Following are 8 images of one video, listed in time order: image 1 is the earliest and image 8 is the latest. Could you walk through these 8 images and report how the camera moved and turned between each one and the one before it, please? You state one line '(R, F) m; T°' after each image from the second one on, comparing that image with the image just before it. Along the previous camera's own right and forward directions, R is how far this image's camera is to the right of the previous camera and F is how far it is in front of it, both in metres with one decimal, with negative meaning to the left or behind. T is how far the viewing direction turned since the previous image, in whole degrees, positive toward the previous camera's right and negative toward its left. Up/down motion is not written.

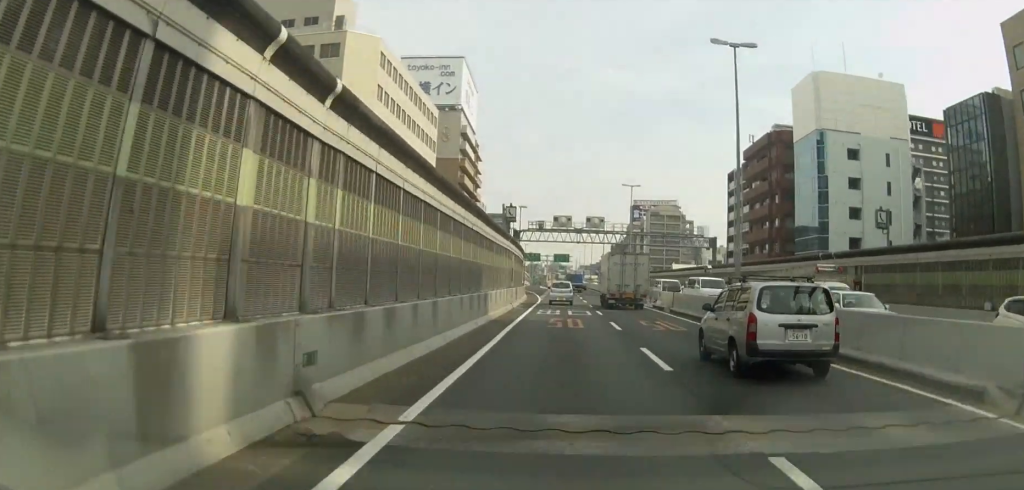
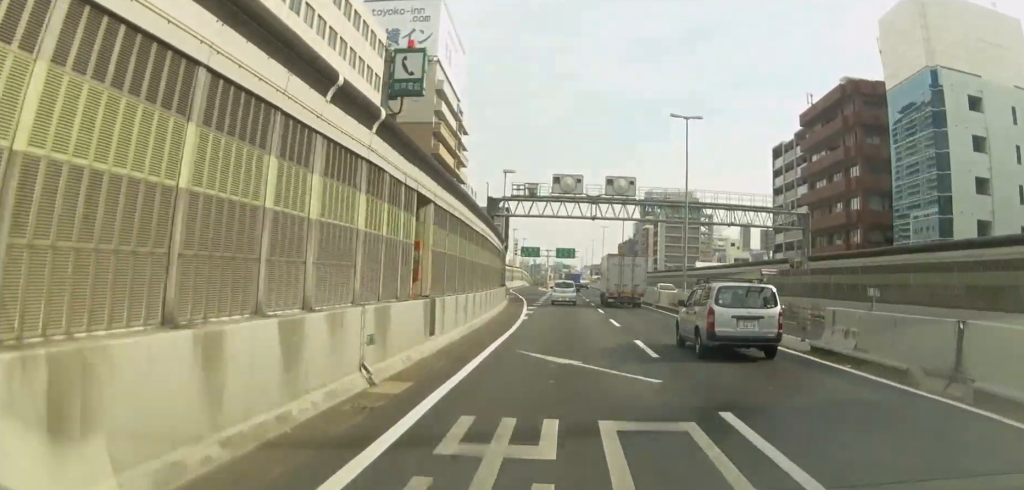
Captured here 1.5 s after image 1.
(-0.2, +27.8) m; 0°
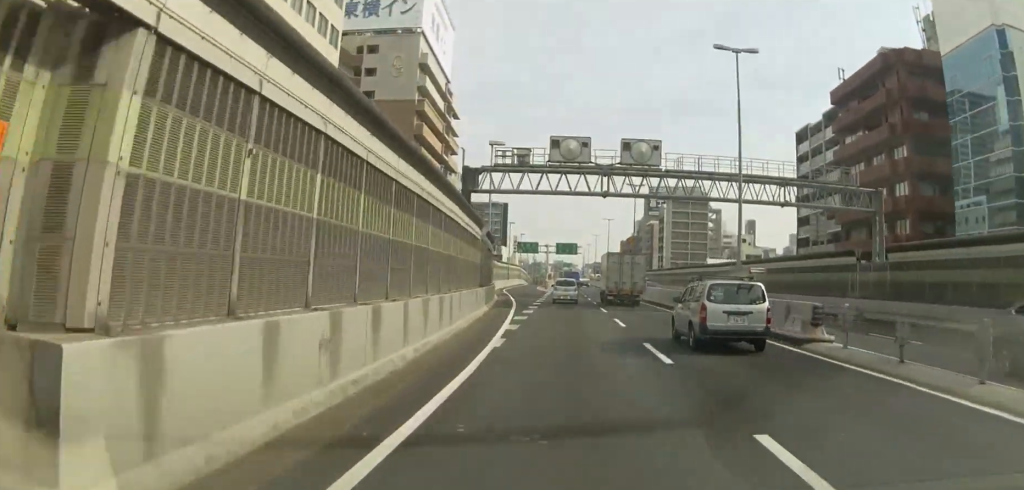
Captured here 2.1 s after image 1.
(+0.2, +11.4) m; +1°
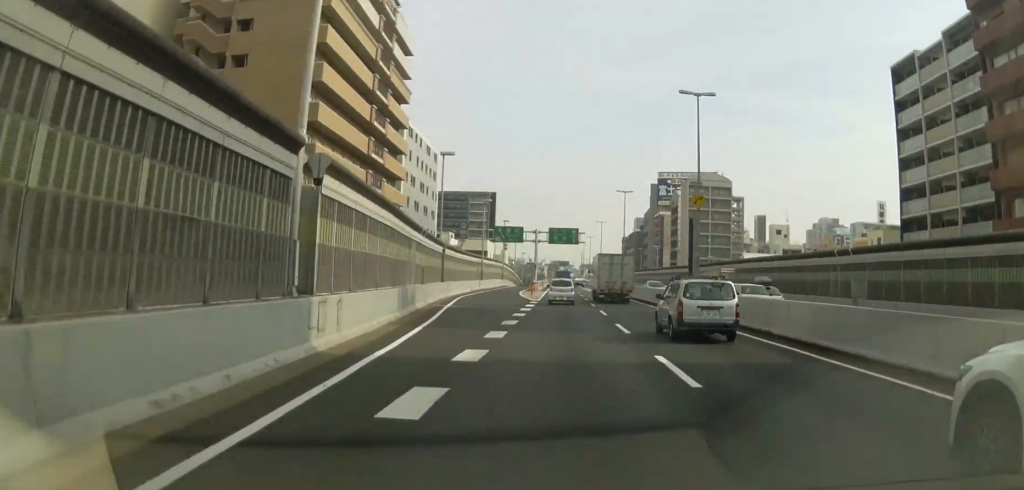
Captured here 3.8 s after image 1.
(+0.1, +33.1) m; 0°
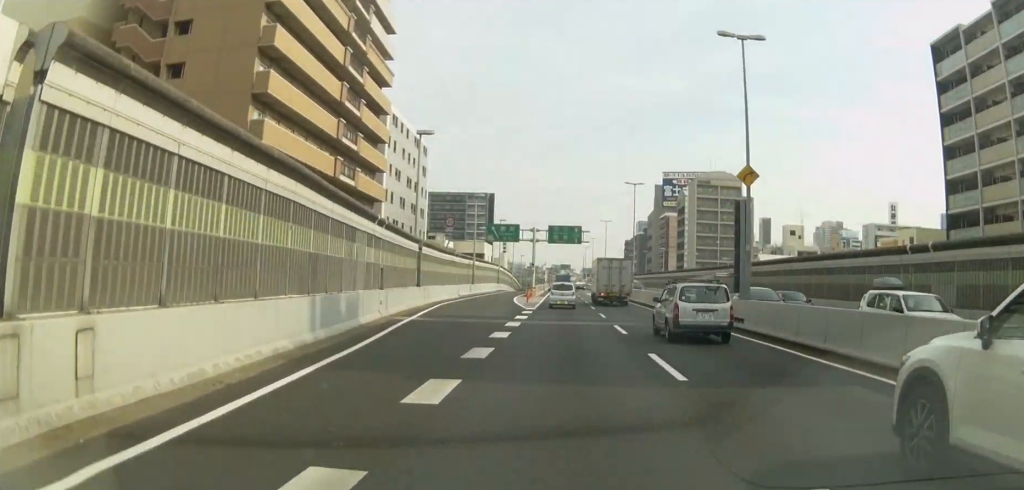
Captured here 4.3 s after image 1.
(+0.1, +8.9) m; -1°
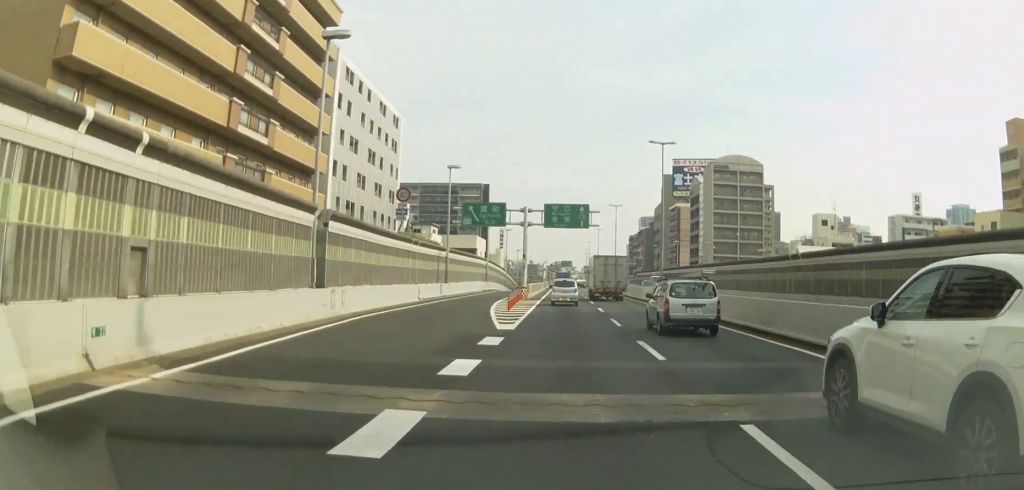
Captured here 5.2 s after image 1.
(-0.4, +18.0) m; 0°
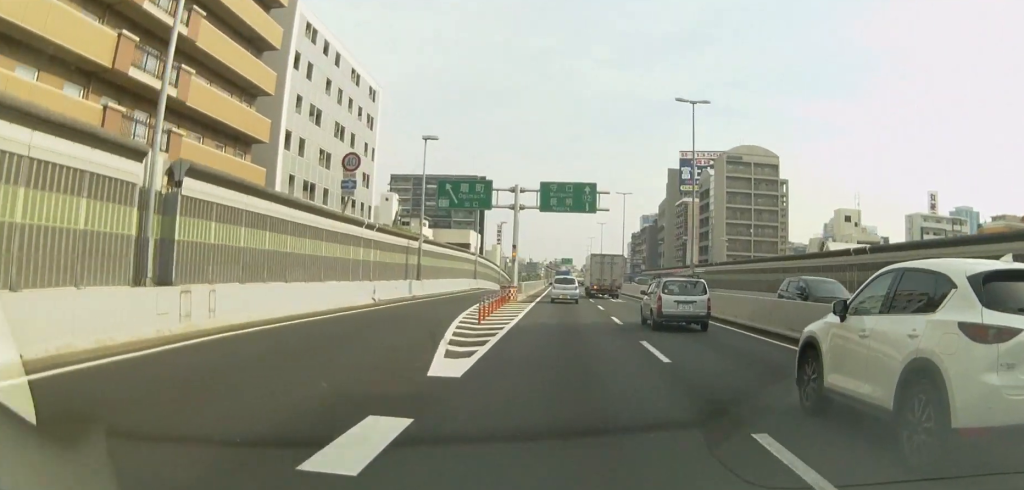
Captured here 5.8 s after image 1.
(+0.2, +10.8) m; +1°
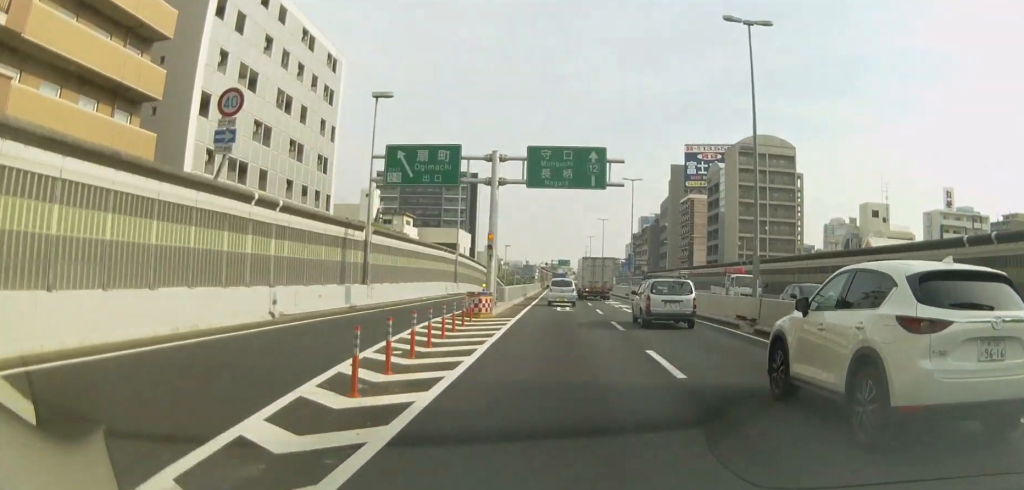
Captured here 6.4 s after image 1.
(+0.1, +12.0) m; +1°
